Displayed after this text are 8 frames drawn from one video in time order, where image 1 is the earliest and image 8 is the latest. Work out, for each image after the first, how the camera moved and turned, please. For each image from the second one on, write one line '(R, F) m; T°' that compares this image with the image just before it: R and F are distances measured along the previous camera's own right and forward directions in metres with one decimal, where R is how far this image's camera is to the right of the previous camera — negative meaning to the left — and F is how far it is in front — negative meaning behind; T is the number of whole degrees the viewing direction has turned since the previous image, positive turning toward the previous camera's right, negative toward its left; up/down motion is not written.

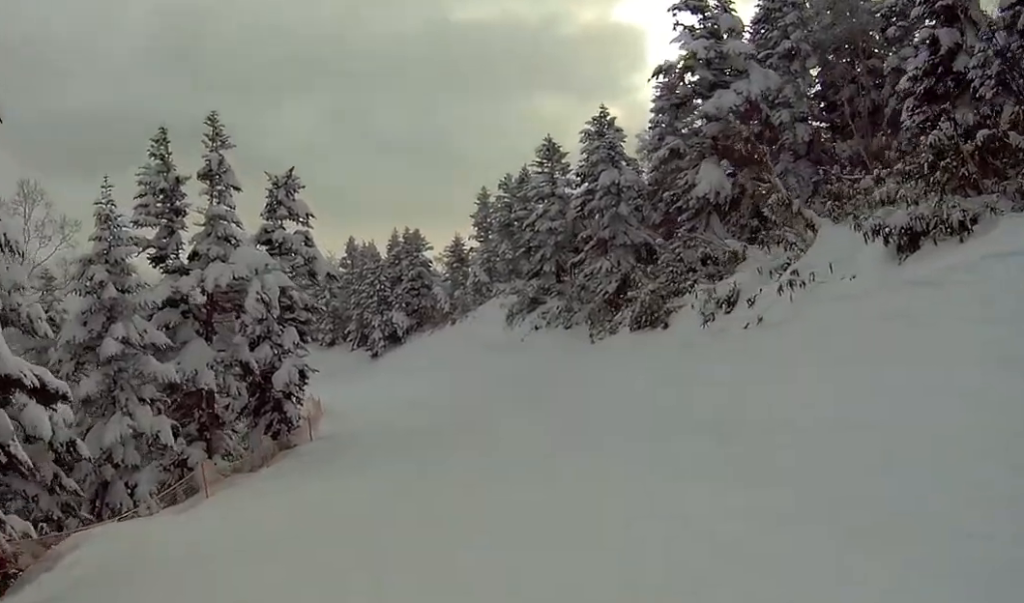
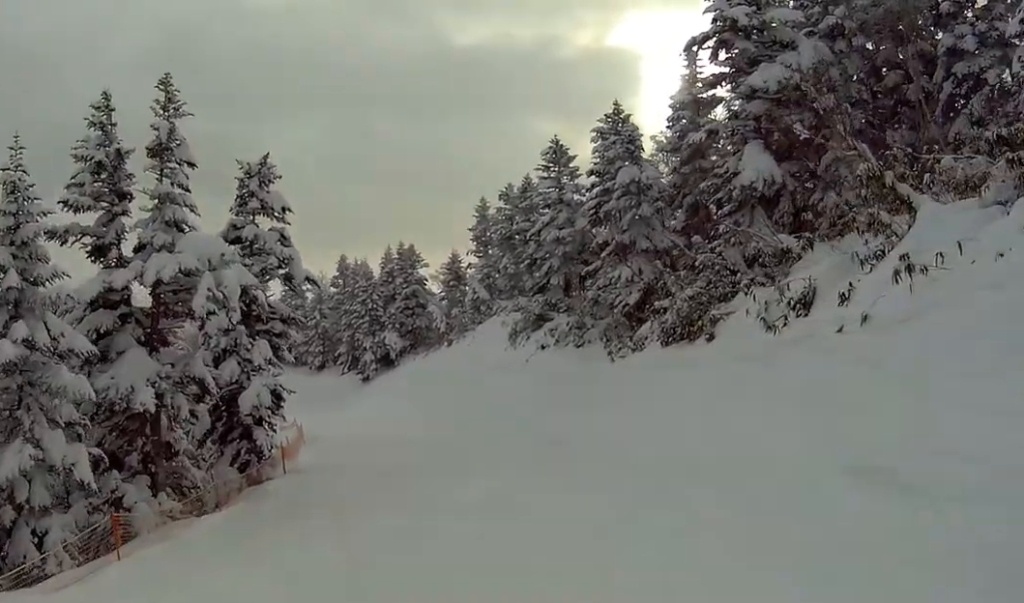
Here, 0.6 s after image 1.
(-0.6, +4.4) m; 0°
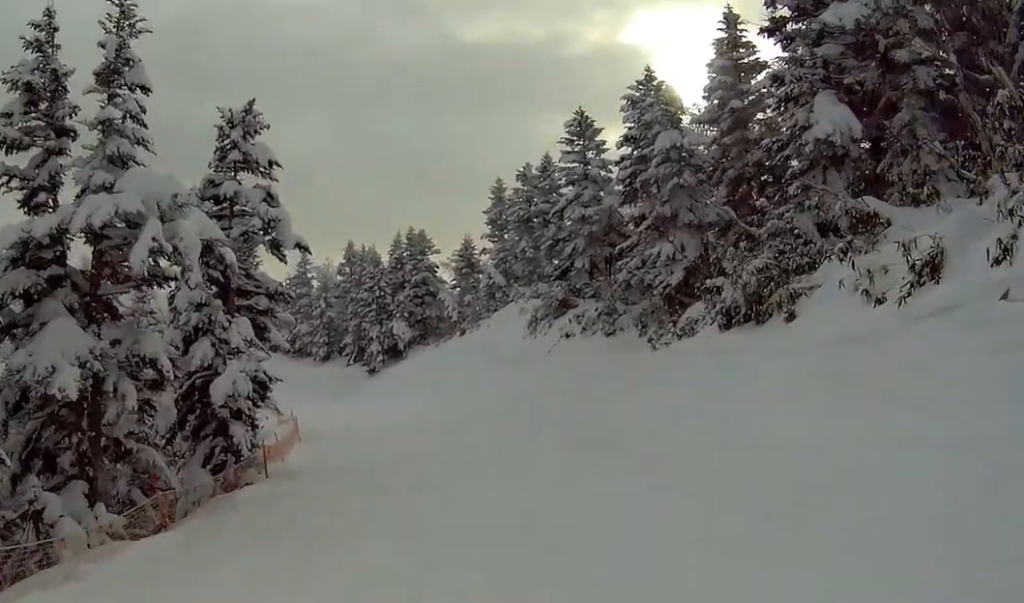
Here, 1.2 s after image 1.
(+0.4, +3.8) m; 0°
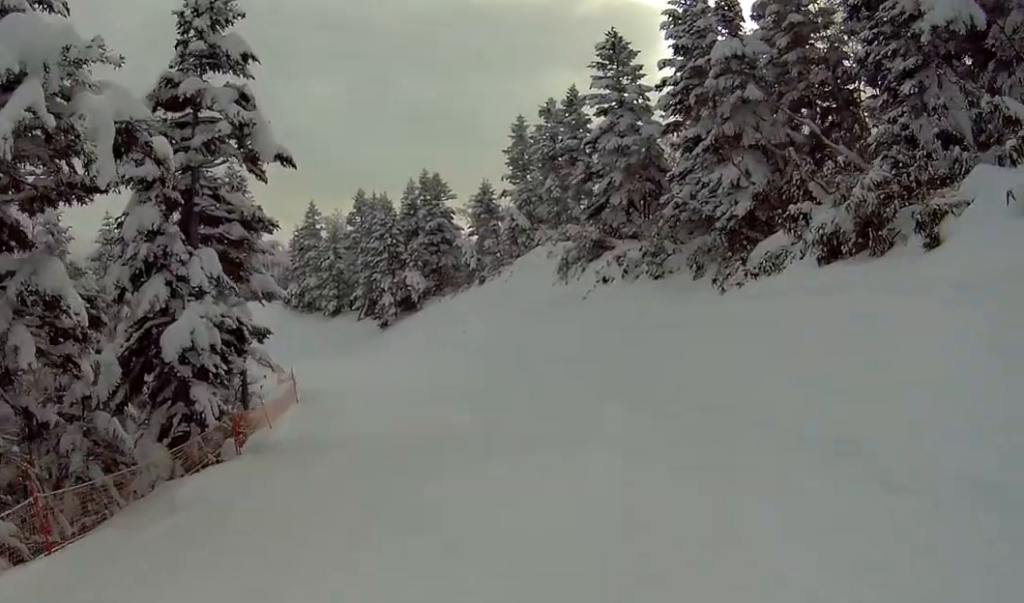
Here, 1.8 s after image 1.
(+0.4, +4.1) m; 0°
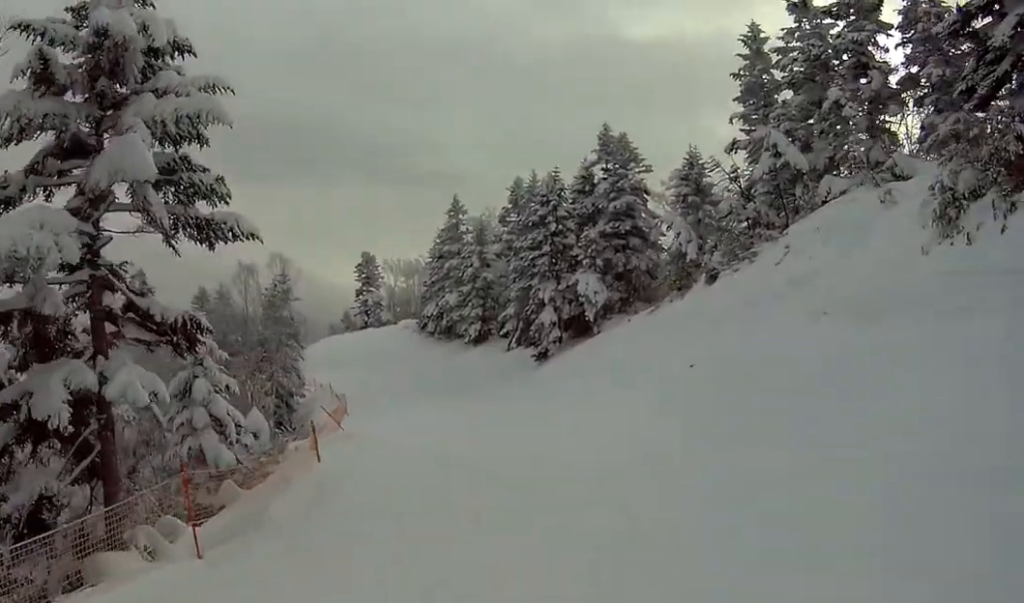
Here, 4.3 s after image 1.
(-1.1, +15.5) m; -1°
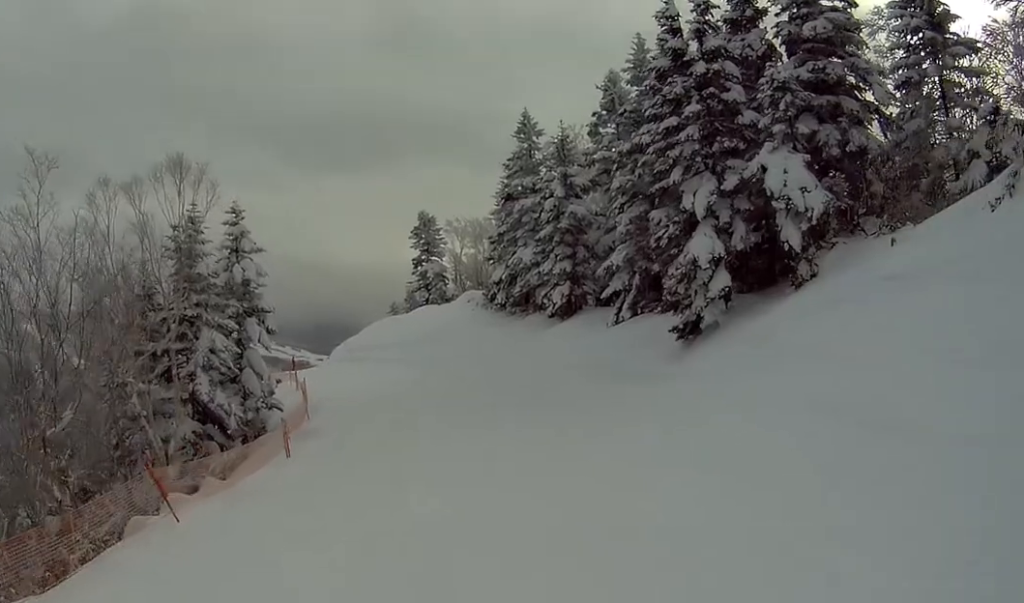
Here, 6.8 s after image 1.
(+0.8, +14.8) m; -10°
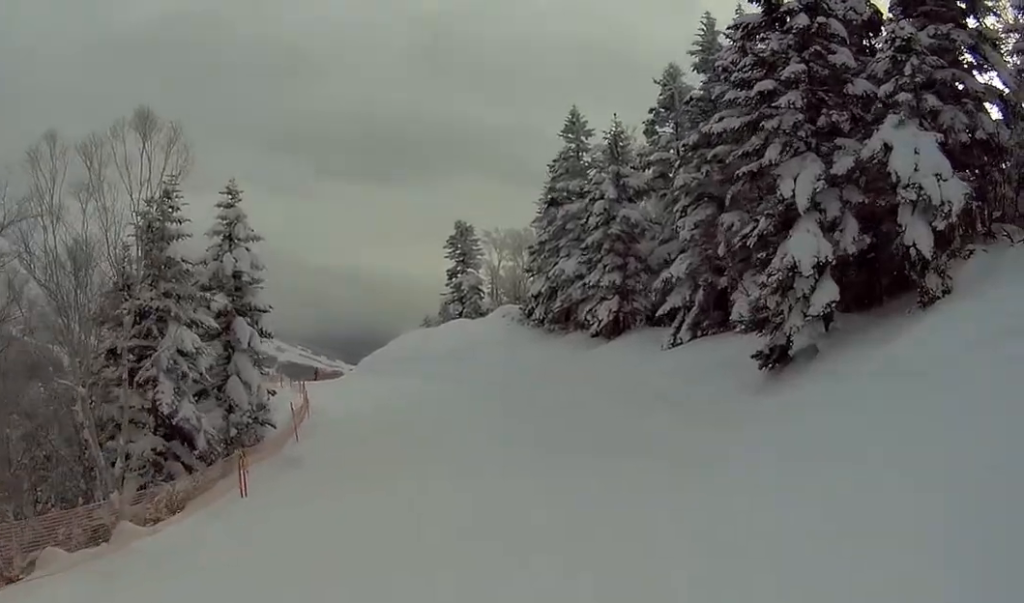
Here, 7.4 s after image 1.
(-1.0, +3.7) m; +2°
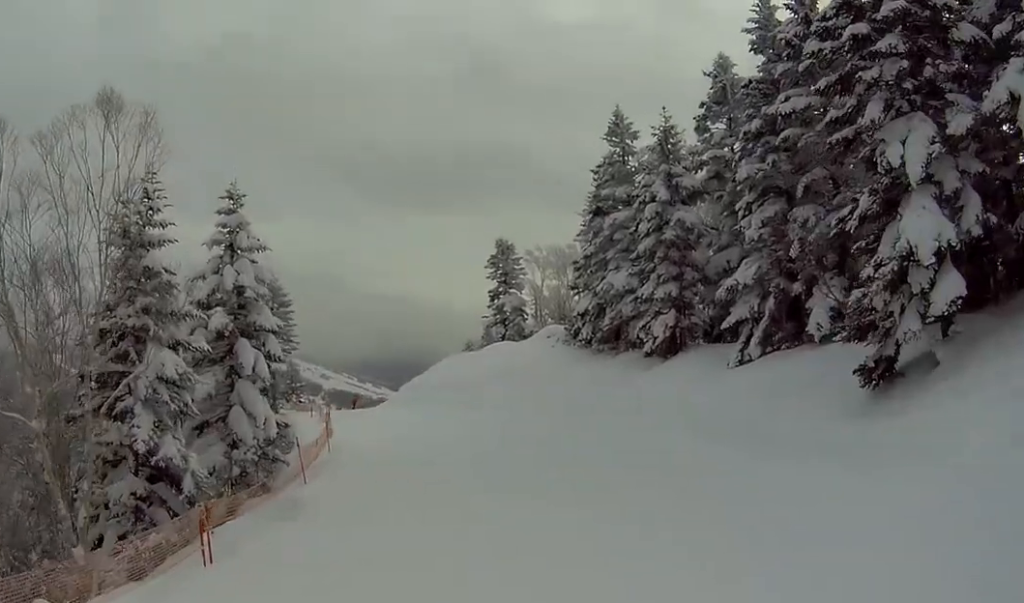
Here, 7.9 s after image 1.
(-0.1, +2.7) m; +2°
